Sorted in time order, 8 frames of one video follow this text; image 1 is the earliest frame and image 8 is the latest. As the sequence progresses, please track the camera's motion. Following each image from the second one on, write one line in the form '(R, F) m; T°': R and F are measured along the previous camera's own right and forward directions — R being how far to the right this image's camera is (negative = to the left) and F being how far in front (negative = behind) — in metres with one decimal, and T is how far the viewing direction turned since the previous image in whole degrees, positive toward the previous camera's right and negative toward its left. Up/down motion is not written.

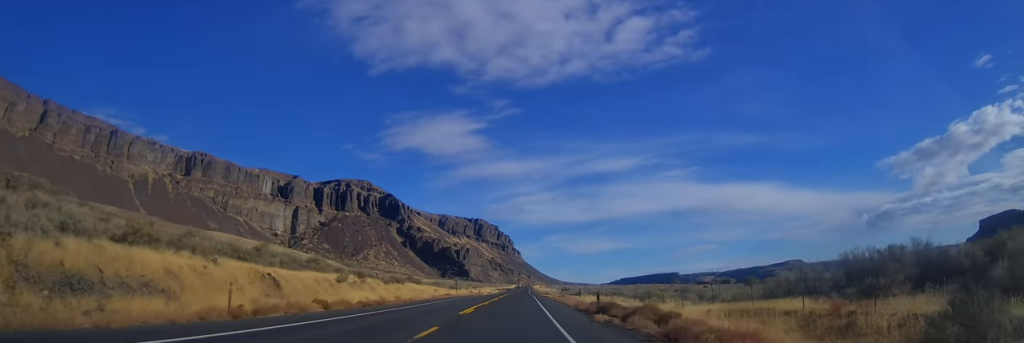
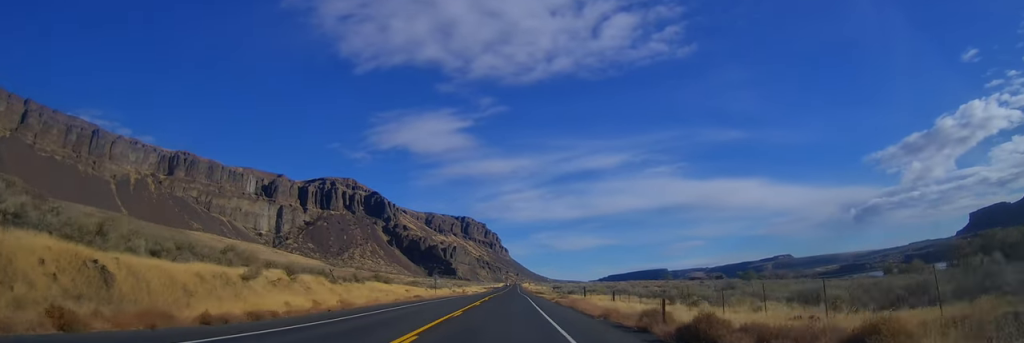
(+0.3, +15.1) m; +2°
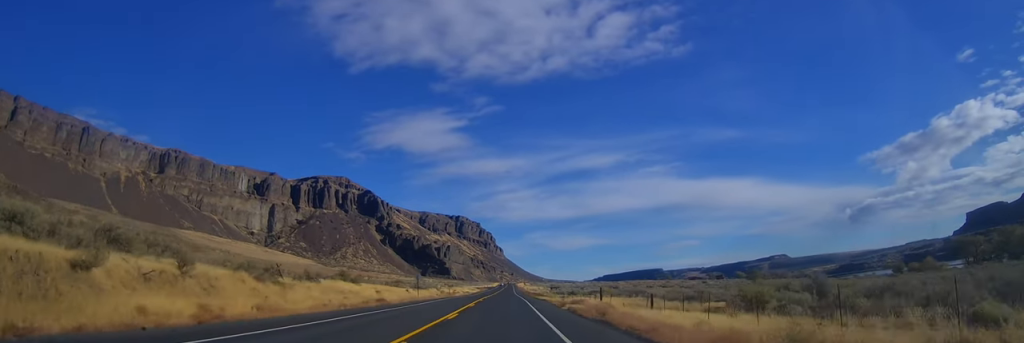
(+0.3, +13.3) m; 0°
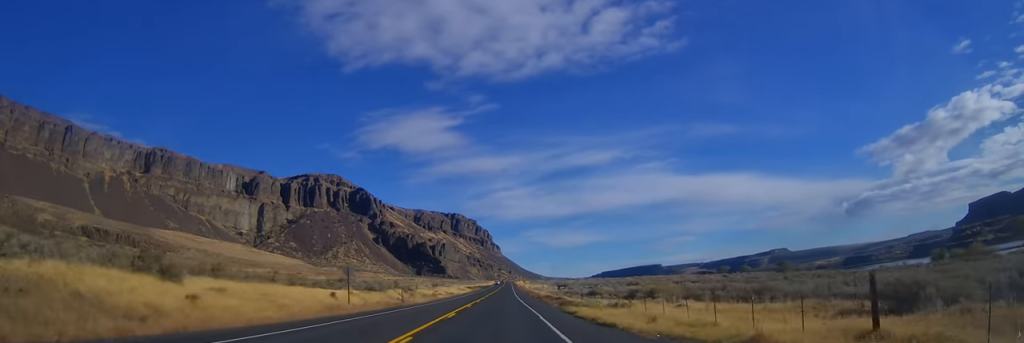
(+0.1, +35.4) m; +1°
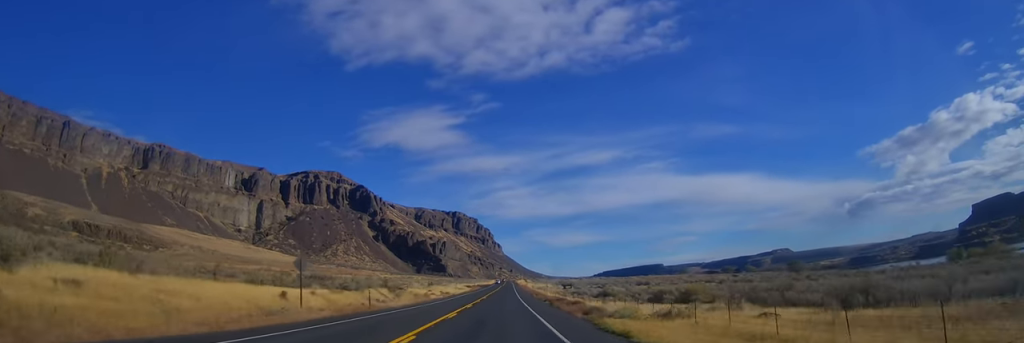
(0.0, +11.5) m; 0°
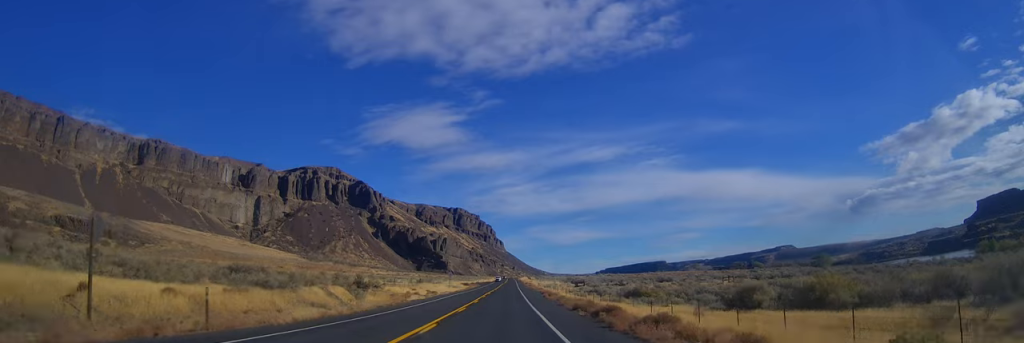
(+0.7, +20.3) m; 0°
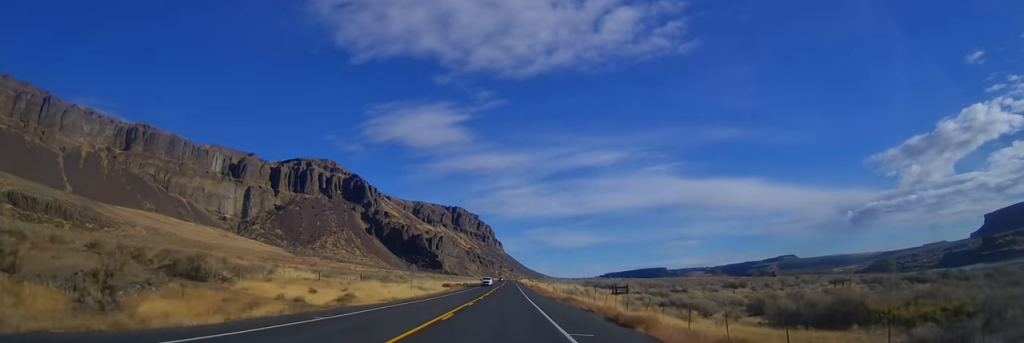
(-1.1, +44.5) m; -1°
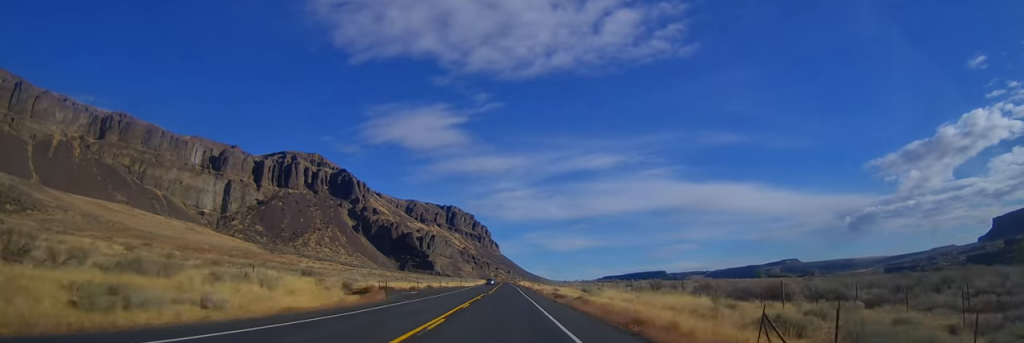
(+0.1, +64.9) m; 0°
